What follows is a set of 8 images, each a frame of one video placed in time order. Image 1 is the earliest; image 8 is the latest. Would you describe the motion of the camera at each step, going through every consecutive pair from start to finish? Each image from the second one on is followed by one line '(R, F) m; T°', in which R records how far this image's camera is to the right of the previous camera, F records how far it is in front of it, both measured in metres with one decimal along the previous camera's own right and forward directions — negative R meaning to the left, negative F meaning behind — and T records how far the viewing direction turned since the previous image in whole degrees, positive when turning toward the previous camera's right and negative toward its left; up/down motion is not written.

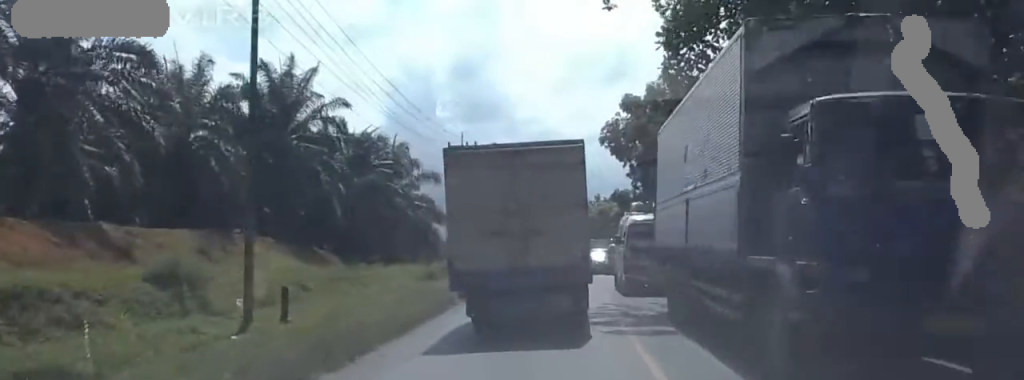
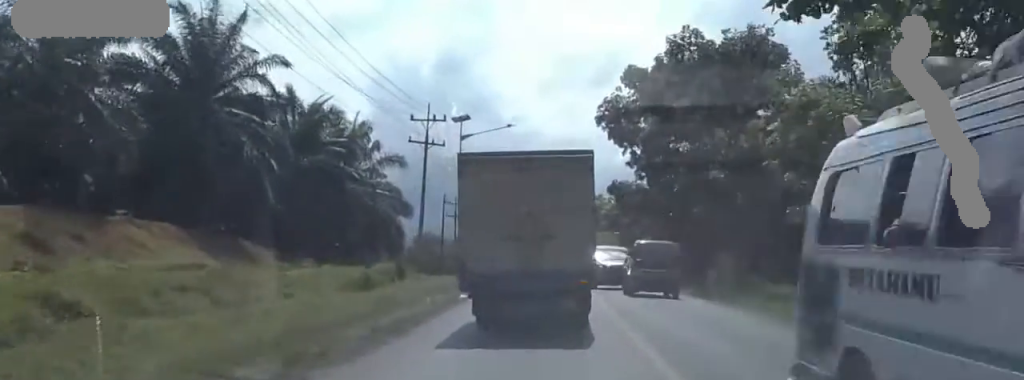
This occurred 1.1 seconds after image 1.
(-0.3, +7.7) m; +2°
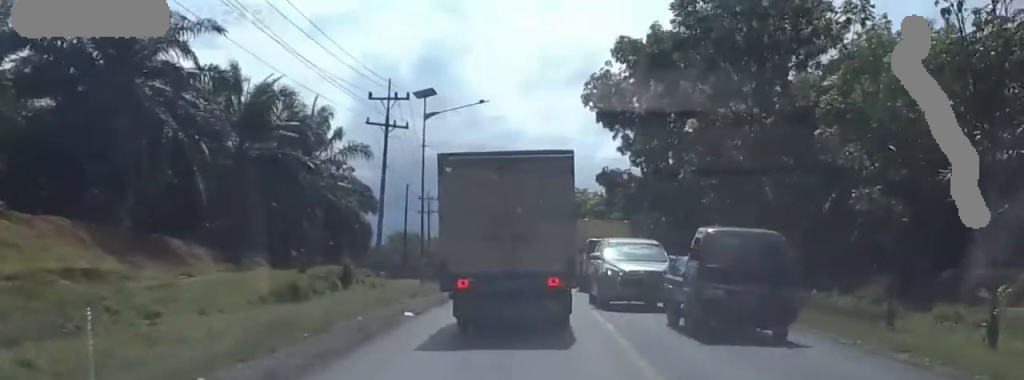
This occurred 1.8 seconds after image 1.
(+0.3, +4.8) m; +1°
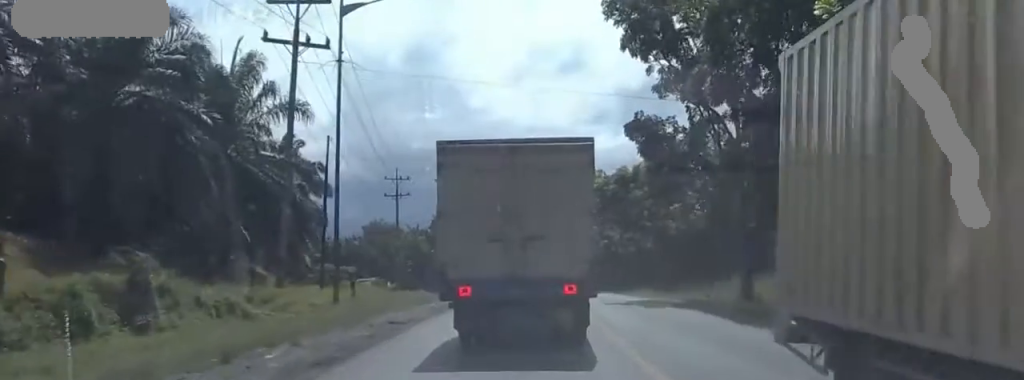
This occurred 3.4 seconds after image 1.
(-0.5, +12.2) m; 0°
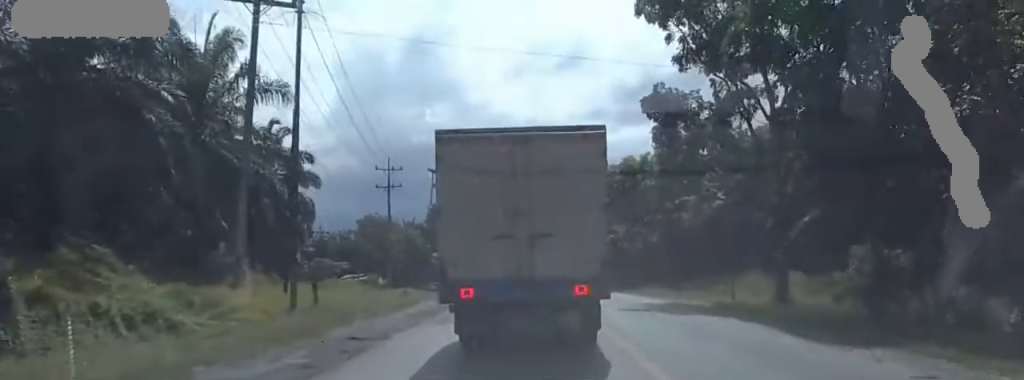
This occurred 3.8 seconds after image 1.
(+0.4, +3.3) m; 0°
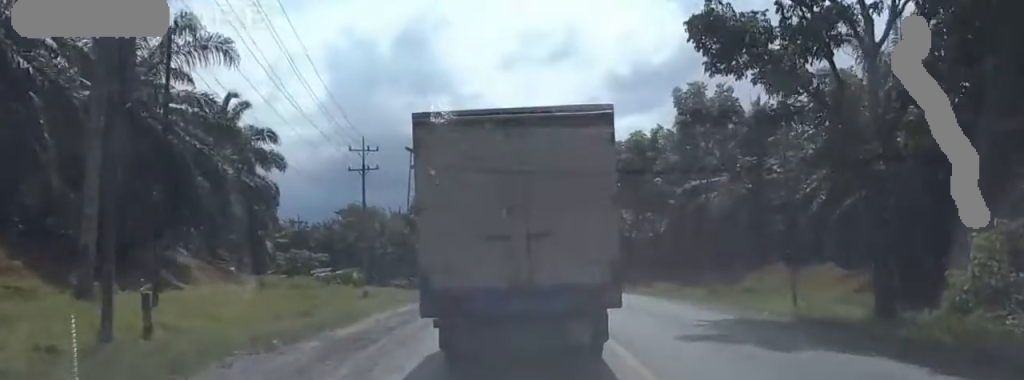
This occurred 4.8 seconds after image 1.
(+0.1, +7.1) m; -3°
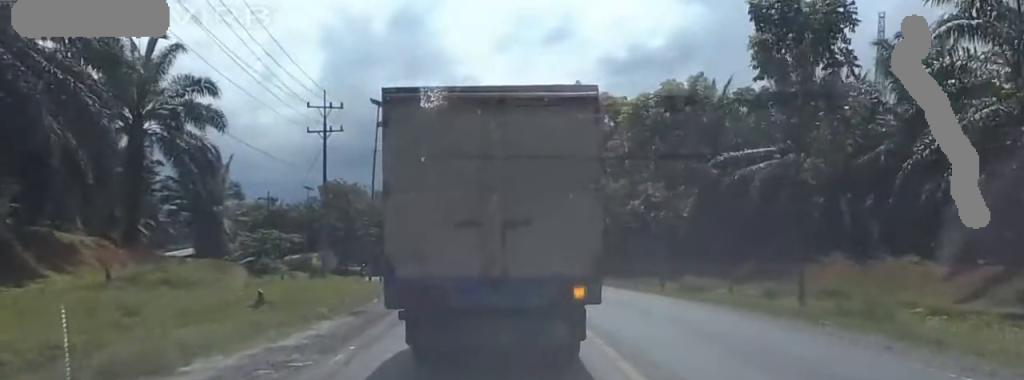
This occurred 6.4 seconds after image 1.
(-1.0, +12.9) m; -12°
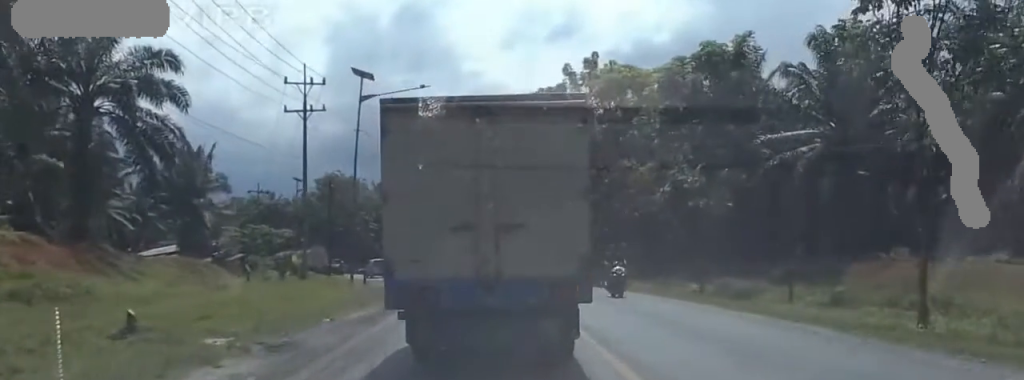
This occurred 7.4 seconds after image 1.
(-1.1, +8.3) m; +1°
